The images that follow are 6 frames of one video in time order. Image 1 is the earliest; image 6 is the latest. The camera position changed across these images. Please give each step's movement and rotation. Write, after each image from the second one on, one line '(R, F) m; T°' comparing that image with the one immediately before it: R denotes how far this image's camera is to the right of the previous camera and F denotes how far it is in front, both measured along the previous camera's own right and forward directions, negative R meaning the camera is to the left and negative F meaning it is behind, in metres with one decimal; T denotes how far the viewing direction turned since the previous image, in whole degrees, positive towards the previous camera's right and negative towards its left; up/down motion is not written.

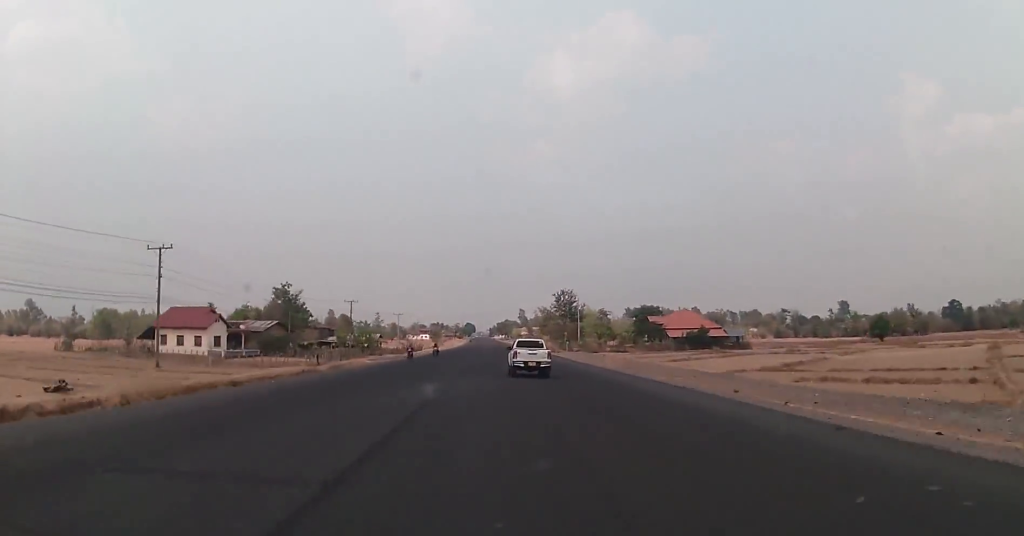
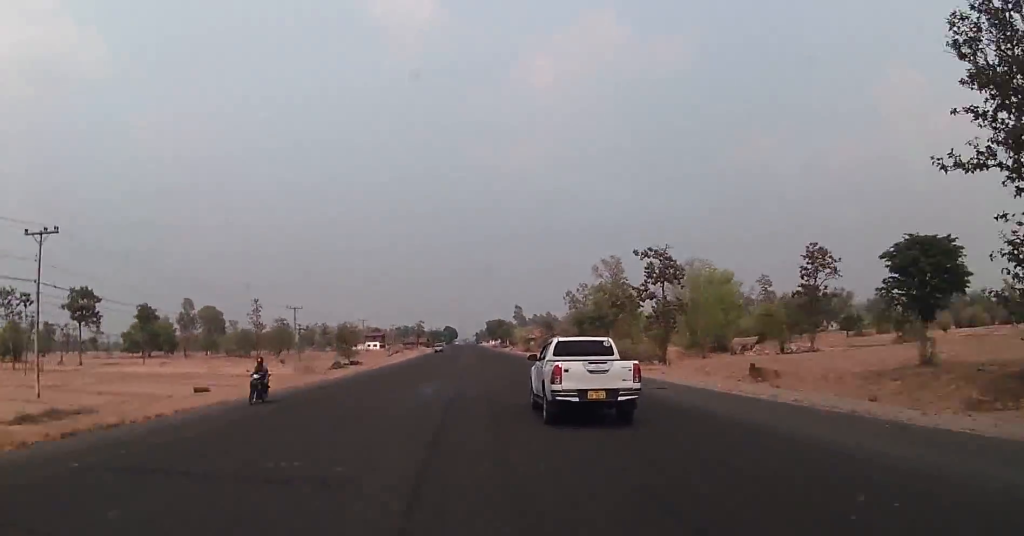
(0.0, +161.1) m; 0°
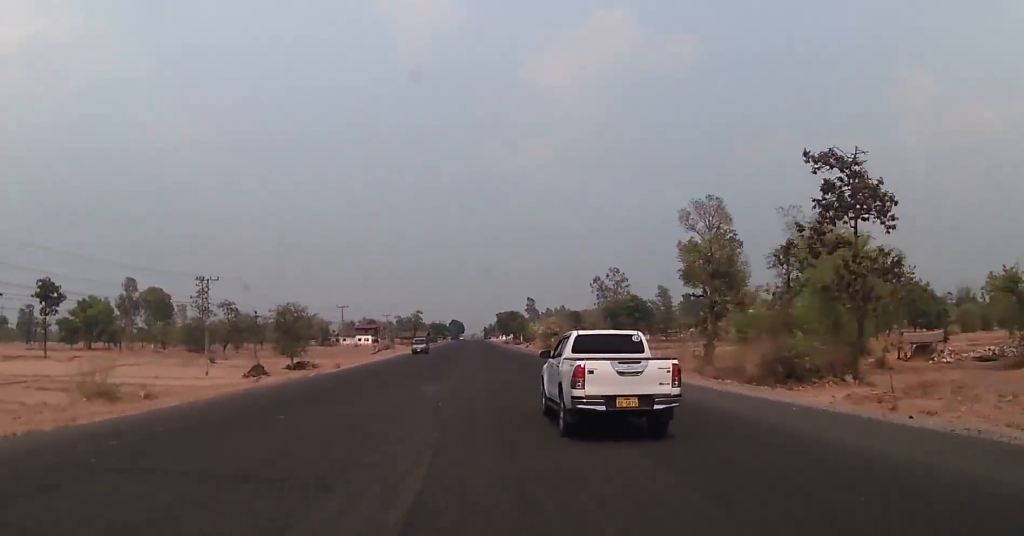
(0.0, +38.4) m; 0°
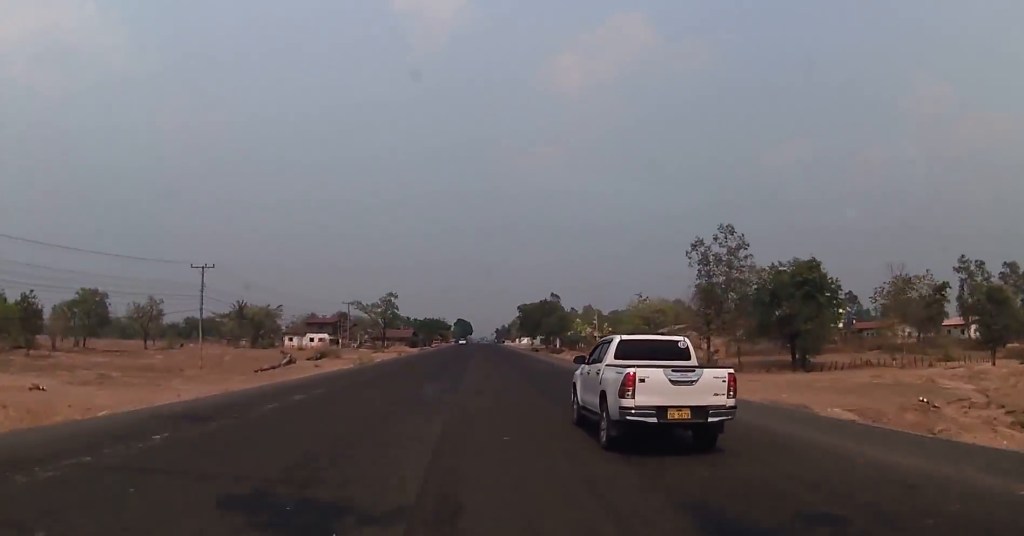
(-0.1, +80.6) m; 0°
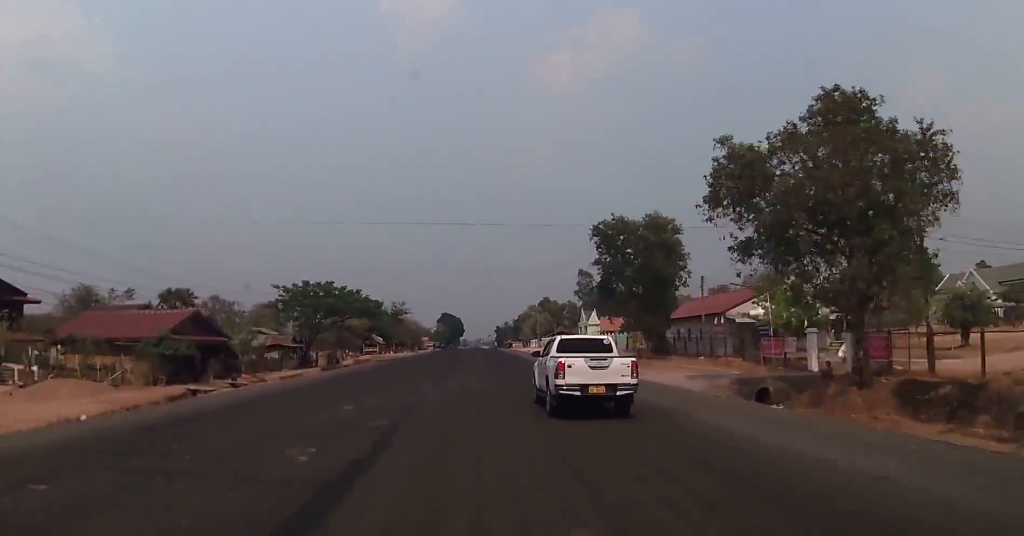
(-0.1, +117.8) m; 0°
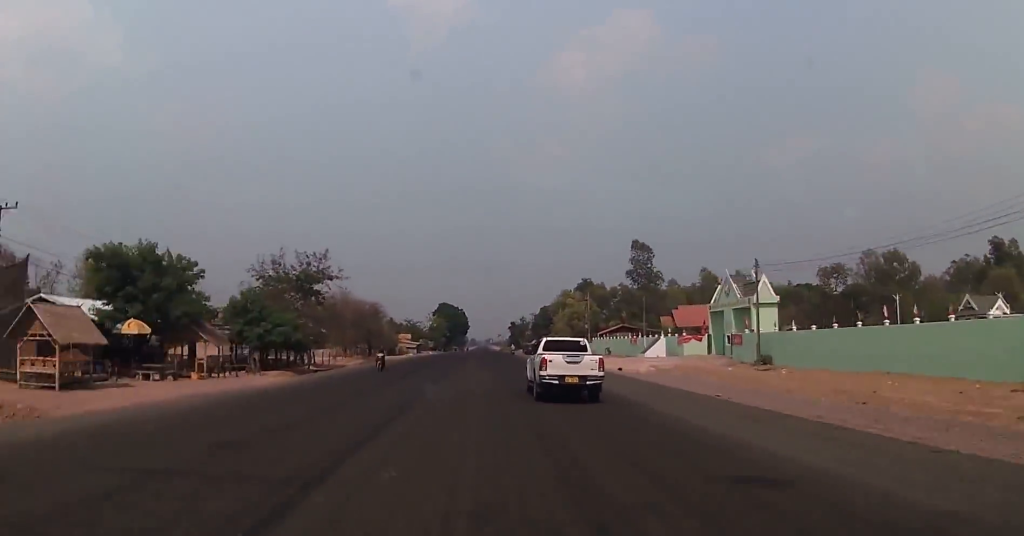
(0.0, +75.2) m; 0°
